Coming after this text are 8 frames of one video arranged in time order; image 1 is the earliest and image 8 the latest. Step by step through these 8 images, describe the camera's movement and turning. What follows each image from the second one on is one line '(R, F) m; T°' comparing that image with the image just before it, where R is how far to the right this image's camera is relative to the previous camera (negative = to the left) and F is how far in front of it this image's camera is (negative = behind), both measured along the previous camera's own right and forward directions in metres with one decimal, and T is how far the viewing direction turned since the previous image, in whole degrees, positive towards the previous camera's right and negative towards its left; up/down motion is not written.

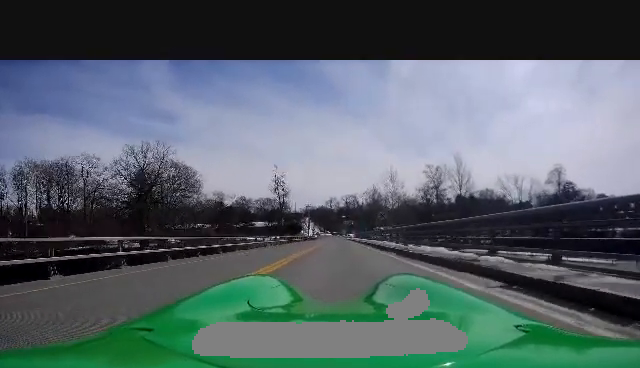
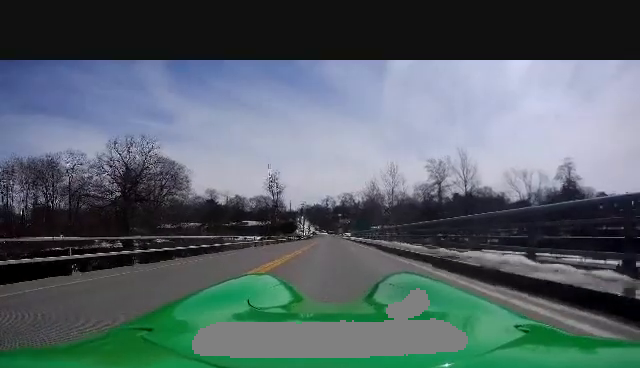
(-0.1, +5.4) m; 0°
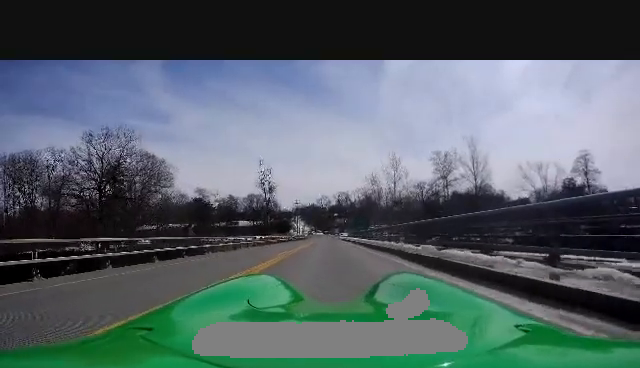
(-0.1, +7.6) m; -1°
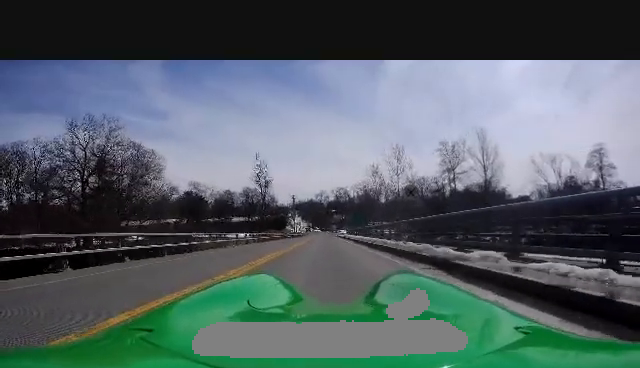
(0.0, +5.1) m; 0°
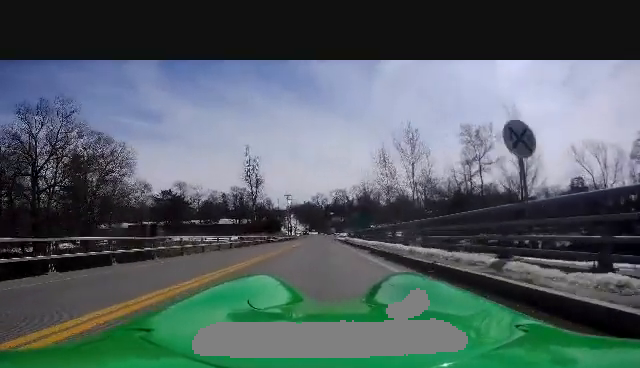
(-0.2, +12.9) m; +1°
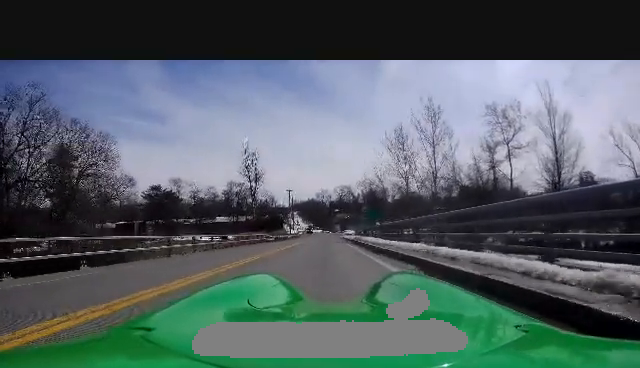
(+0.2, +8.2) m; 0°
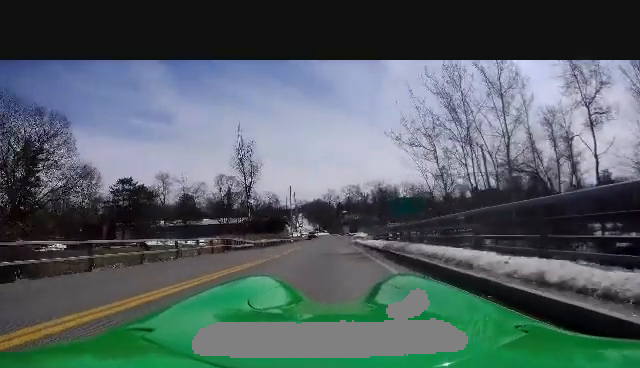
(-0.5, +15.8) m; -3°
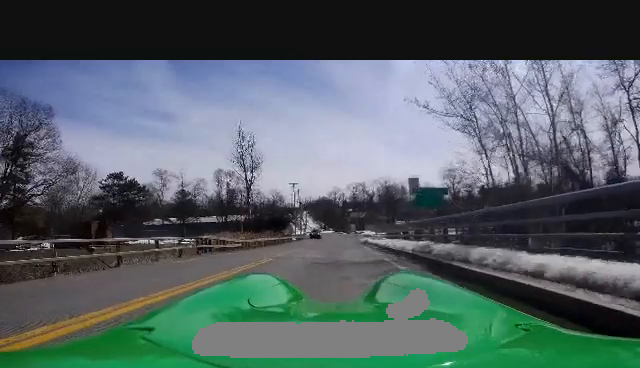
(+0.1, +5.2) m; 0°
